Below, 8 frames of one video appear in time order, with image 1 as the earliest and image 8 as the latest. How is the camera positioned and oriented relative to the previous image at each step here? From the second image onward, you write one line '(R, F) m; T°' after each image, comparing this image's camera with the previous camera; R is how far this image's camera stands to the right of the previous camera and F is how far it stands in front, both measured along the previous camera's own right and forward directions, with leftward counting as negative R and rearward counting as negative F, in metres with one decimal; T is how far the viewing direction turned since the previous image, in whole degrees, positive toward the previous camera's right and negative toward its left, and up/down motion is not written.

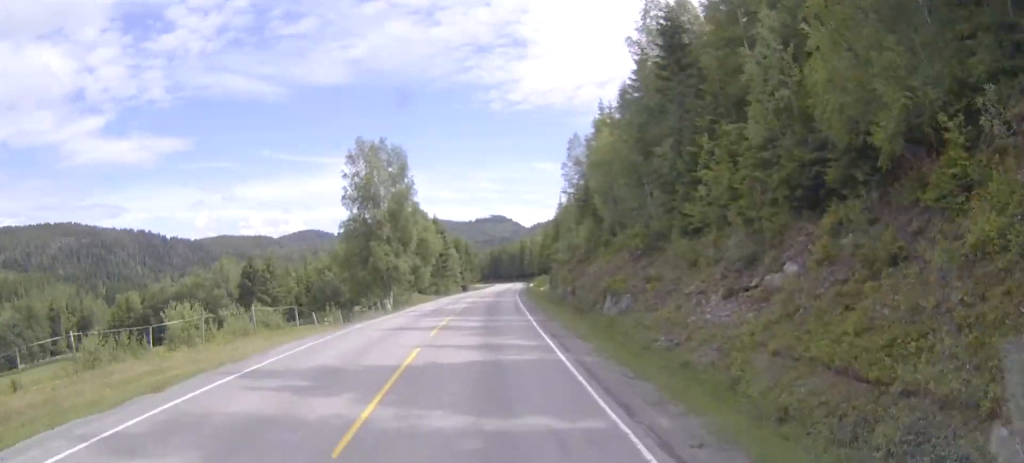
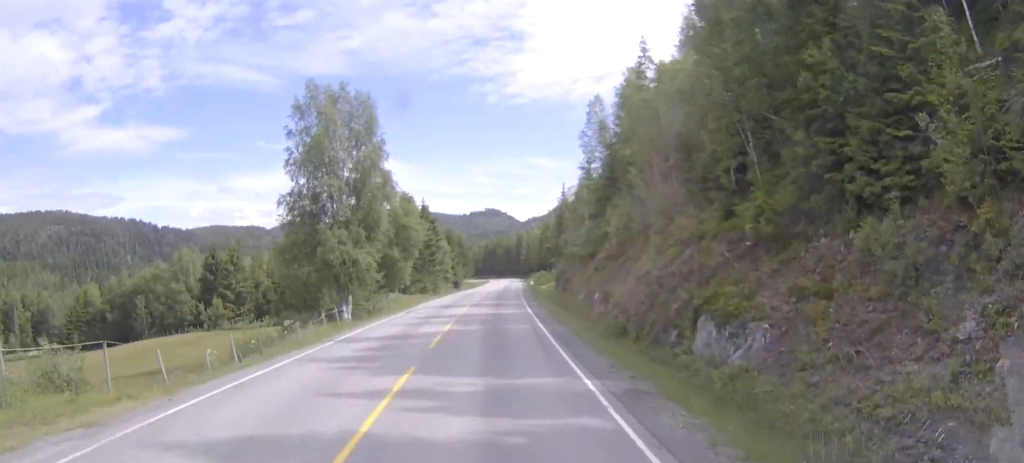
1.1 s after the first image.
(+0.1, +14.3) m; +1°
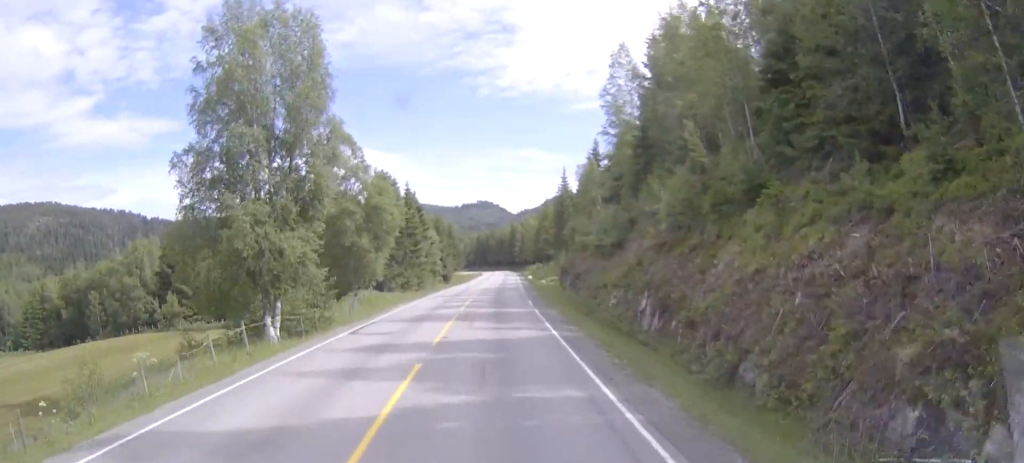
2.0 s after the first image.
(+0.1, +11.9) m; +1°
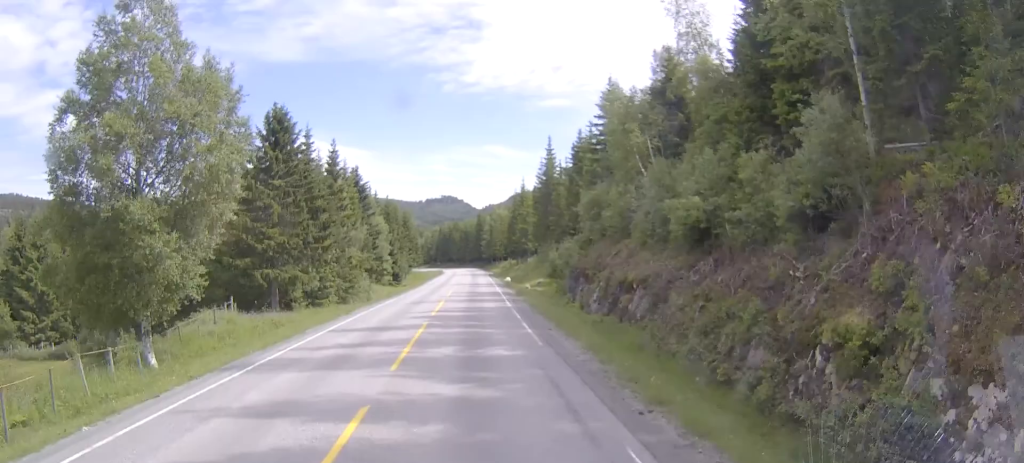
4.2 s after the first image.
(+0.6, +27.6) m; +2°
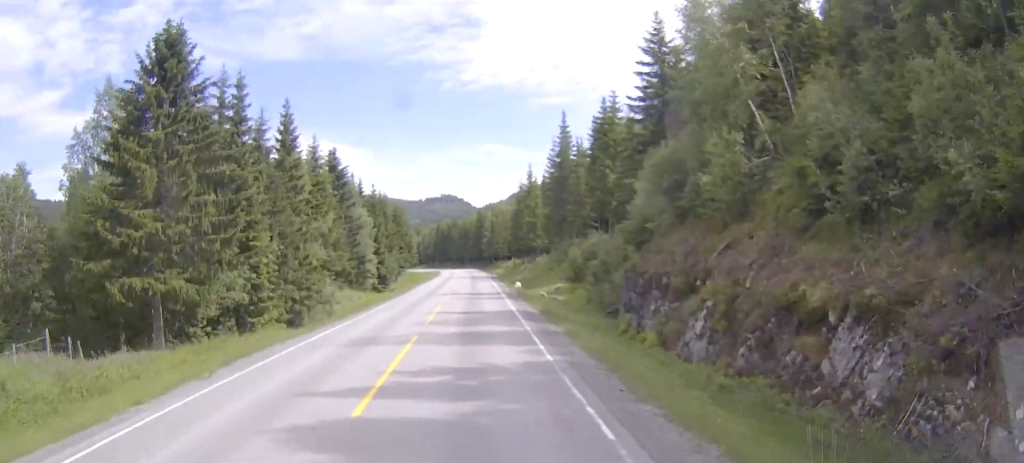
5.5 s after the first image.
(0.0, +15.1) m; 0°
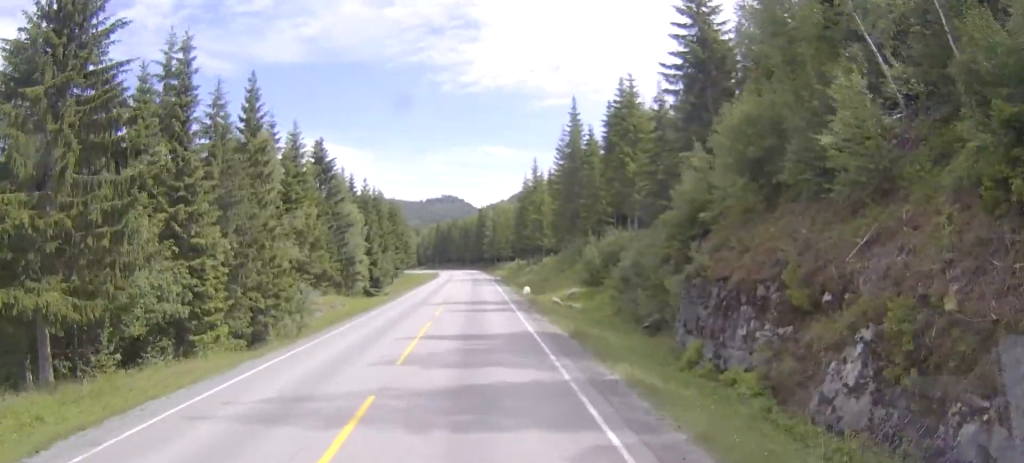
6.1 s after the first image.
(0.0, +8.0) m; -1°
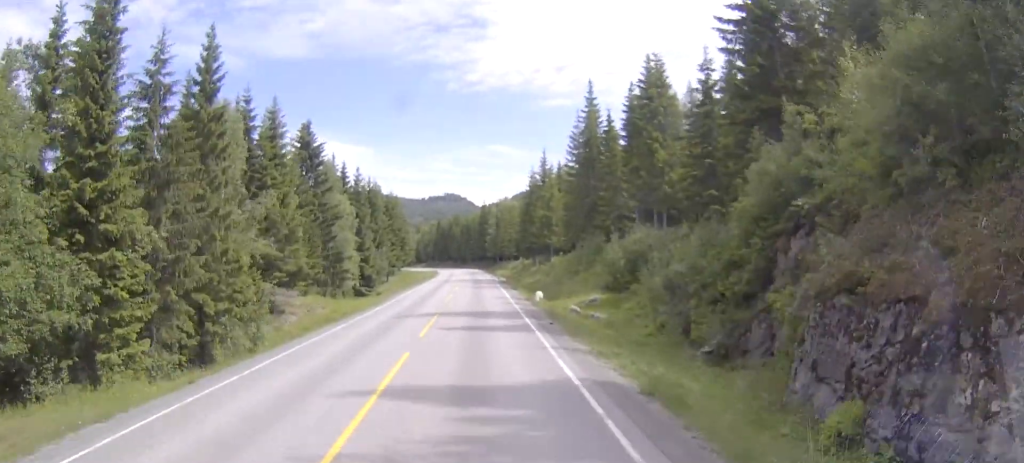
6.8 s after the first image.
(0.0, +7.4) m; 0°
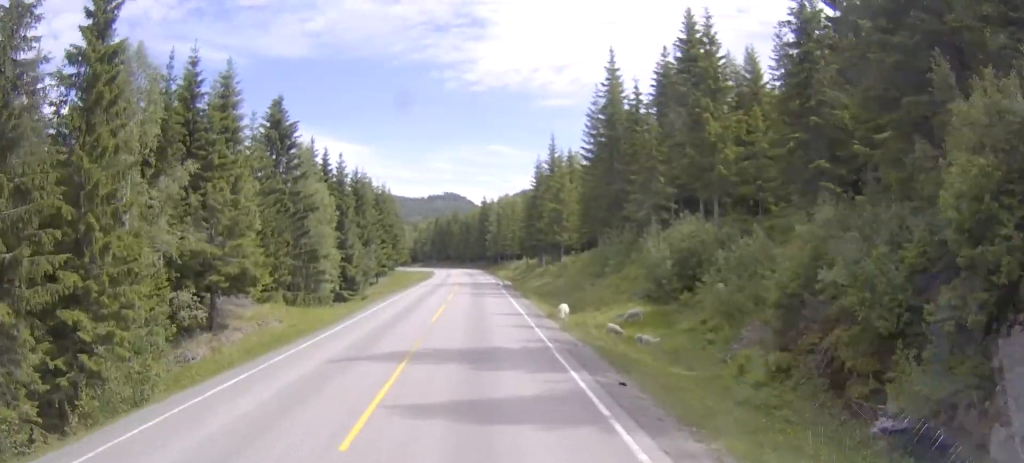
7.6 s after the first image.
(0.0, +10.3) m; 0°
